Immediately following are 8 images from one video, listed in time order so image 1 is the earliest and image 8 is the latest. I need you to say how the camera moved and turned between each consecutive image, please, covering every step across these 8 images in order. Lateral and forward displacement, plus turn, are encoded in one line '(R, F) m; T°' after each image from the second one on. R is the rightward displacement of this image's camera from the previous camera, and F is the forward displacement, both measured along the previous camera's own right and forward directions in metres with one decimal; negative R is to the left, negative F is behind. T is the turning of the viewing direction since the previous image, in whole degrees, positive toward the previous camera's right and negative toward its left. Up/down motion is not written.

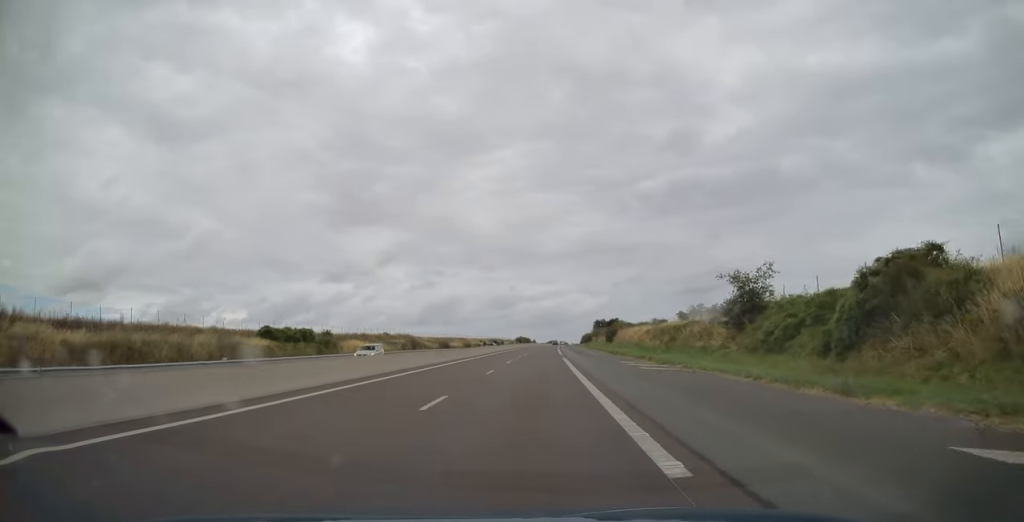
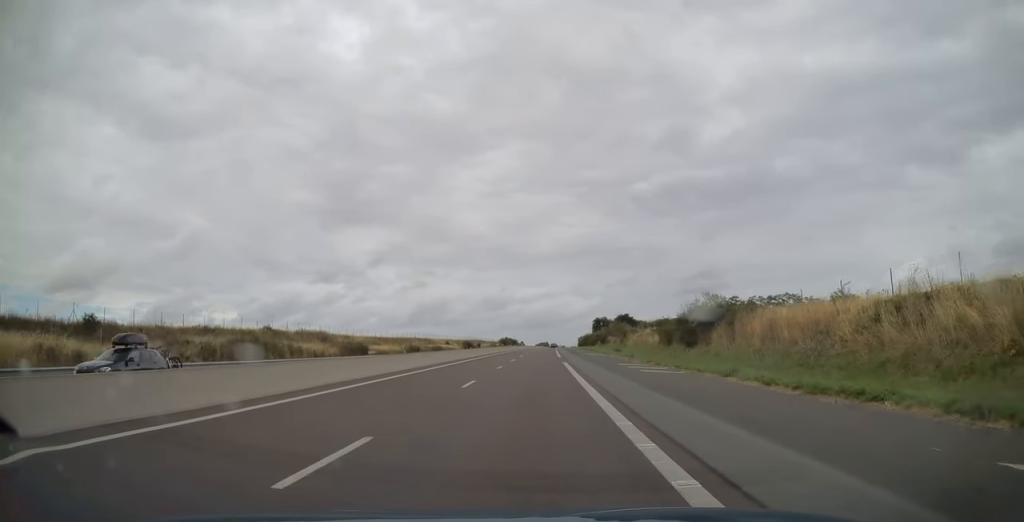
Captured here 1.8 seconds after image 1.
(+0.3, +58.5) m; +1°
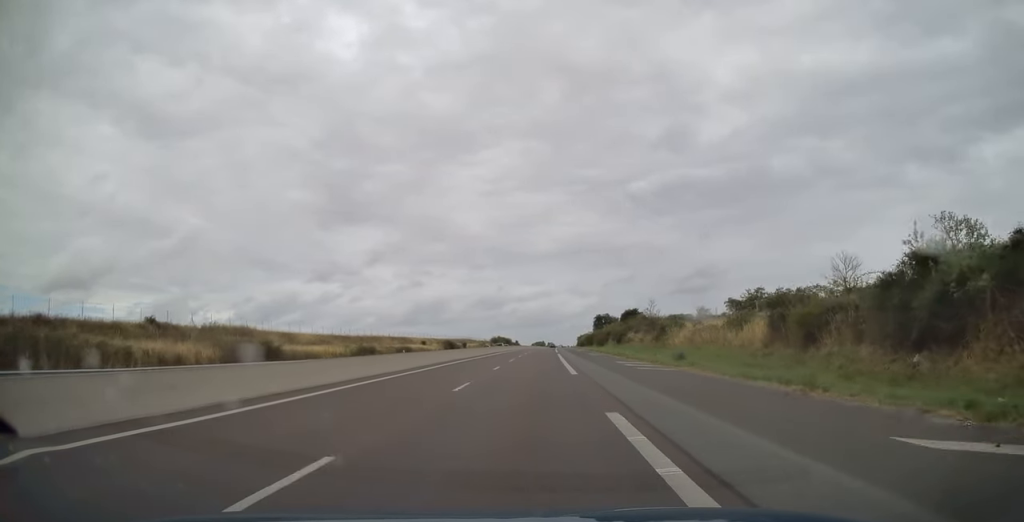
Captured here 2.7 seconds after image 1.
(+0.2, +27.3) m; 0°
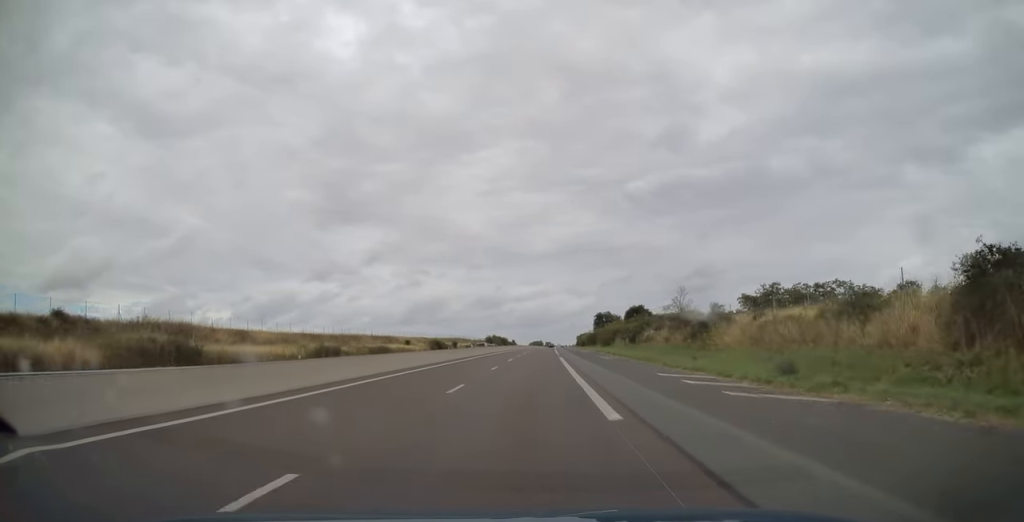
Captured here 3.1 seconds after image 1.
(+0.1, +13.9) m; 0°
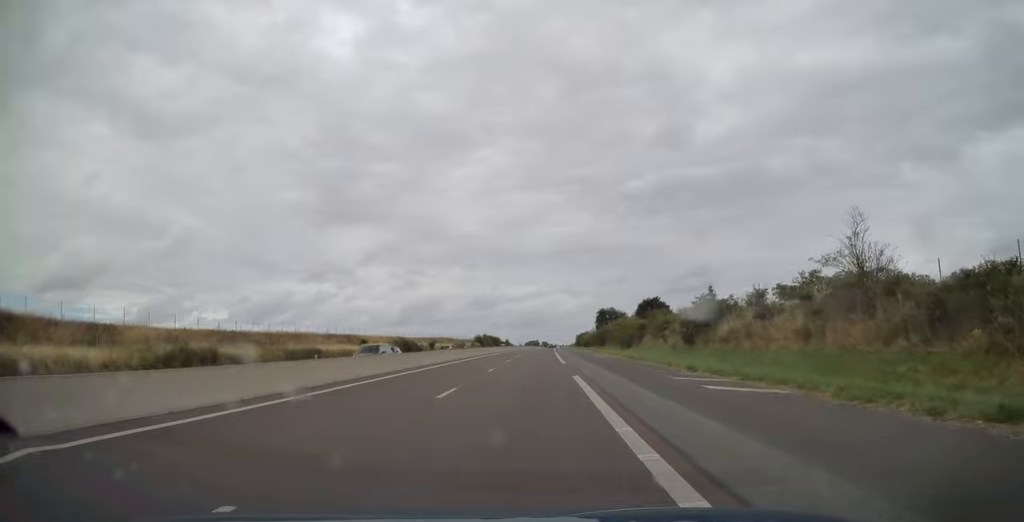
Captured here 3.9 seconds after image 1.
(-0.1, +27.3) m; 0°
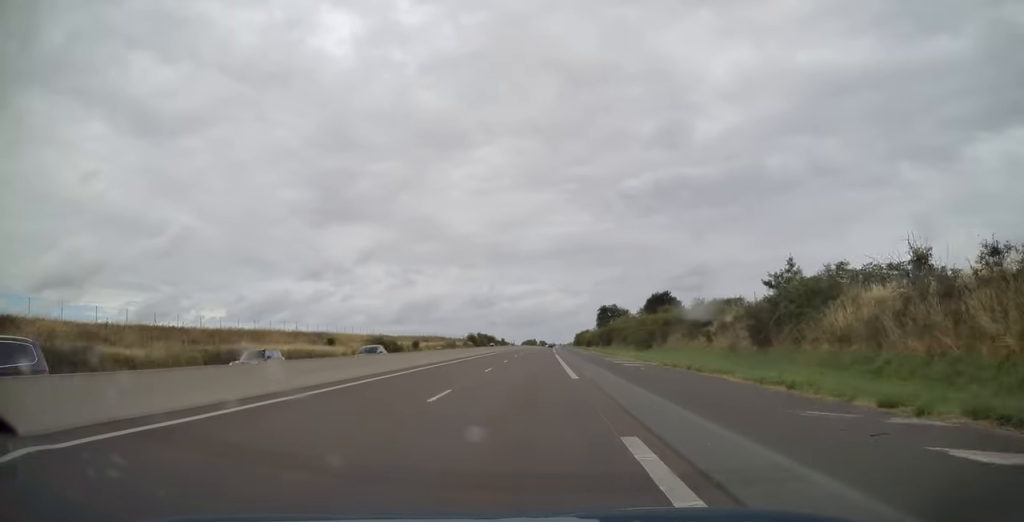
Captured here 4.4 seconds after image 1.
(0.0, +14.0) m; 0°
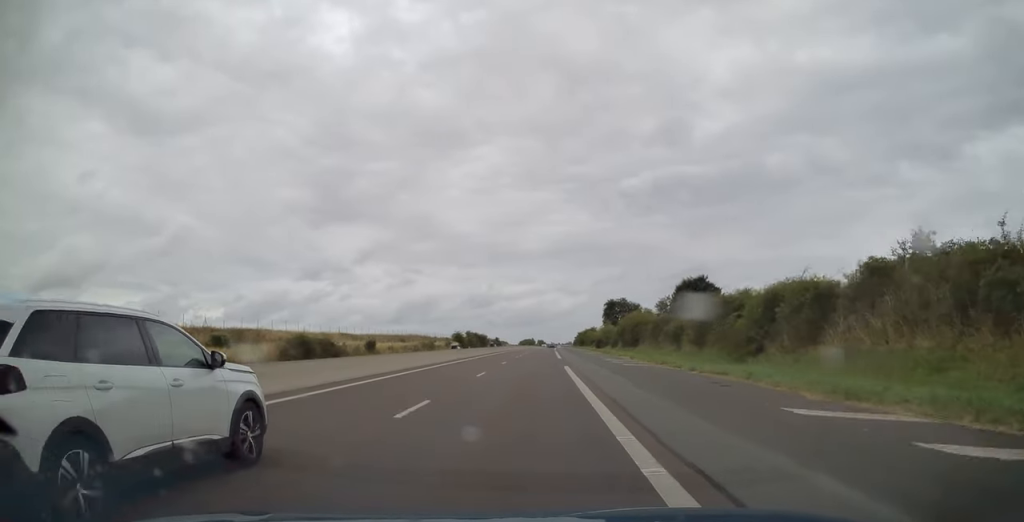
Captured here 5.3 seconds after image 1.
(+0.2, +28.9) m; 0°
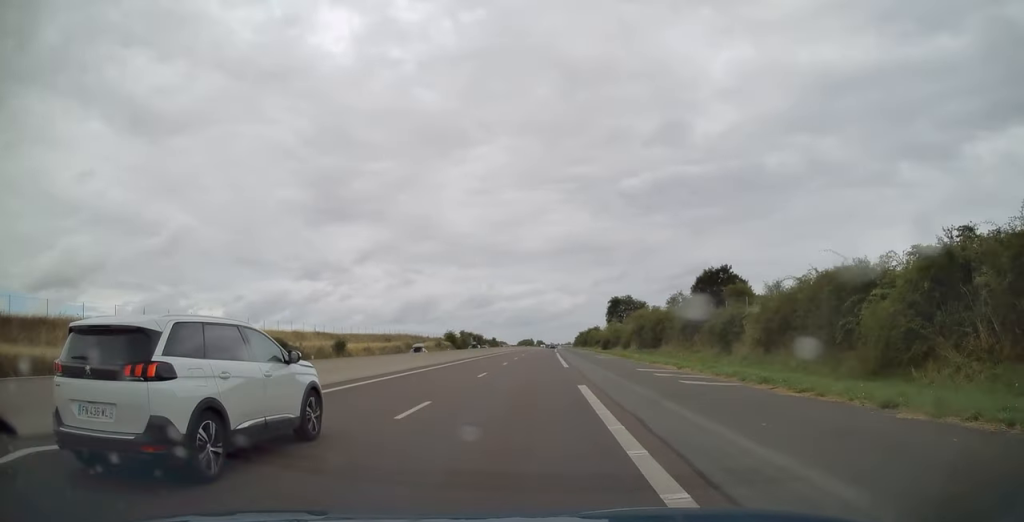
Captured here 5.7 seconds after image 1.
(-0.1, +12.9) m; 0°
